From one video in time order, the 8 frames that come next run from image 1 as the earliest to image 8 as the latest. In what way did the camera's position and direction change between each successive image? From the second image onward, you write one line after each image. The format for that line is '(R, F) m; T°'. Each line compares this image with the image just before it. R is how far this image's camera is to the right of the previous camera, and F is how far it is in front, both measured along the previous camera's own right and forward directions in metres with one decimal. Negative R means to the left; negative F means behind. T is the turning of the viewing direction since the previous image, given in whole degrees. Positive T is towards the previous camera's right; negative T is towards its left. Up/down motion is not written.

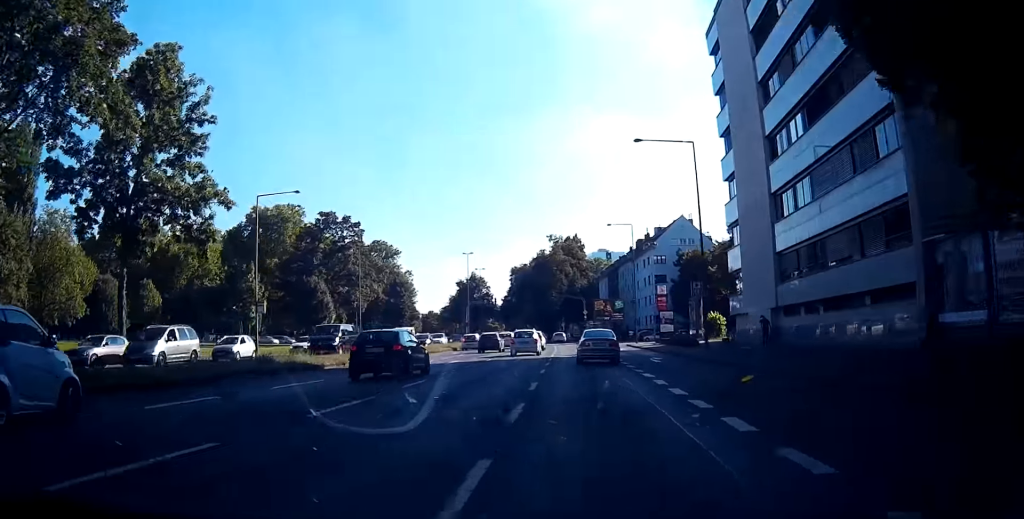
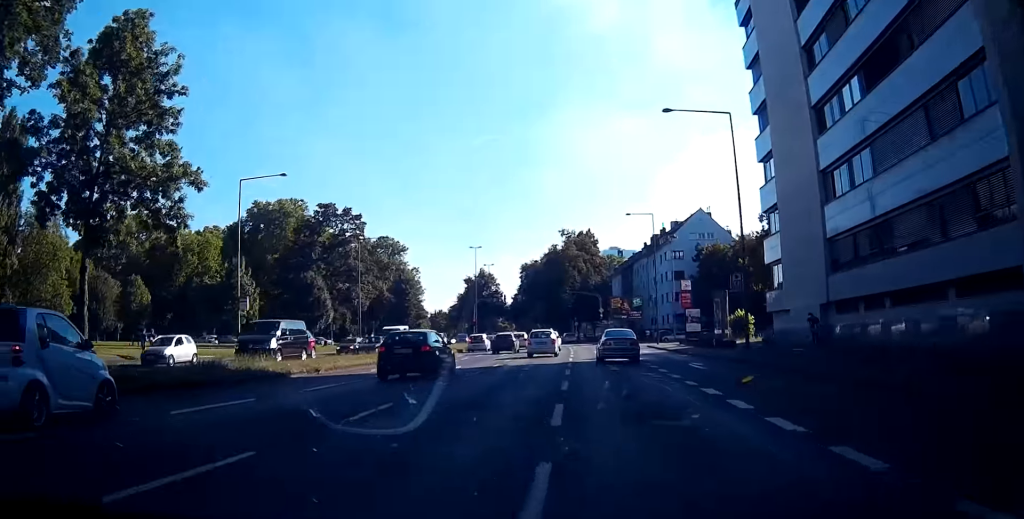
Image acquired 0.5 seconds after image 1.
(+0.1, +6.0) m; +1°
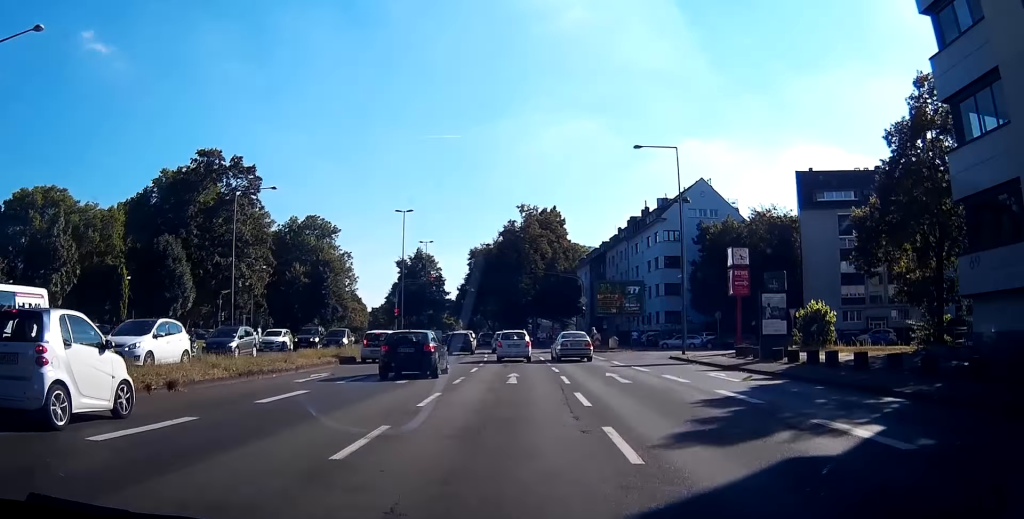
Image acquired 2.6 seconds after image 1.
(+0.3, +29.8) m; -1°
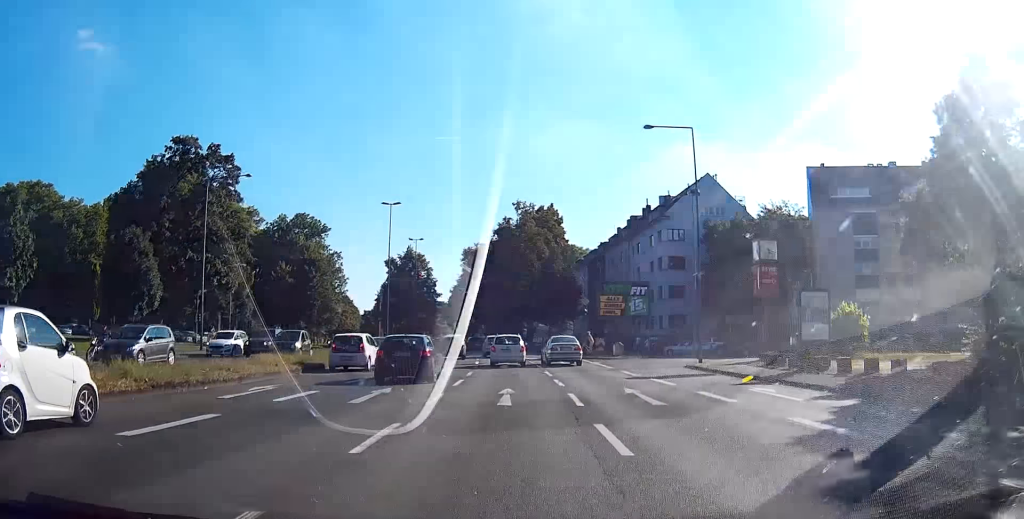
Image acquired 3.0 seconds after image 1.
(-0.1, +5.8) m; -1°
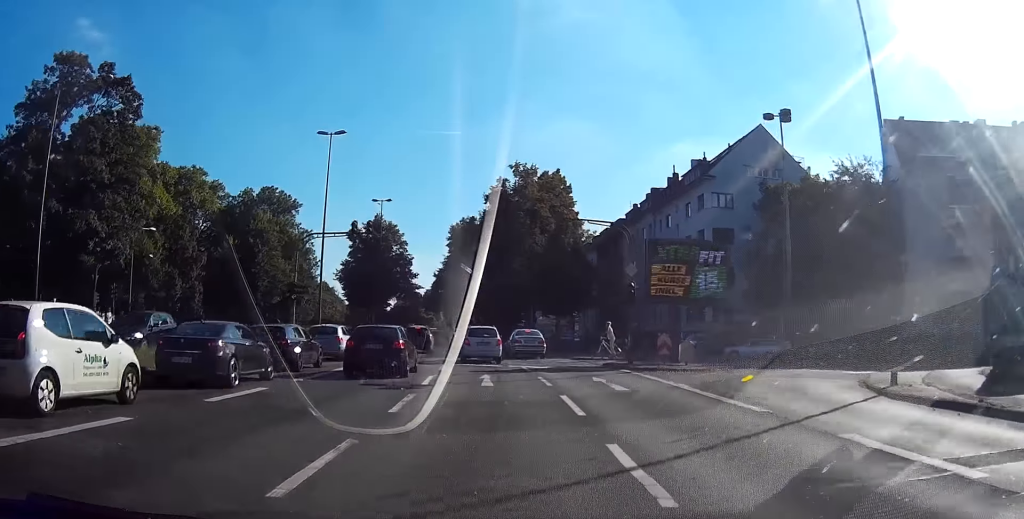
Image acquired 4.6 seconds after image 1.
(-0.4, +22.3) m; -3°
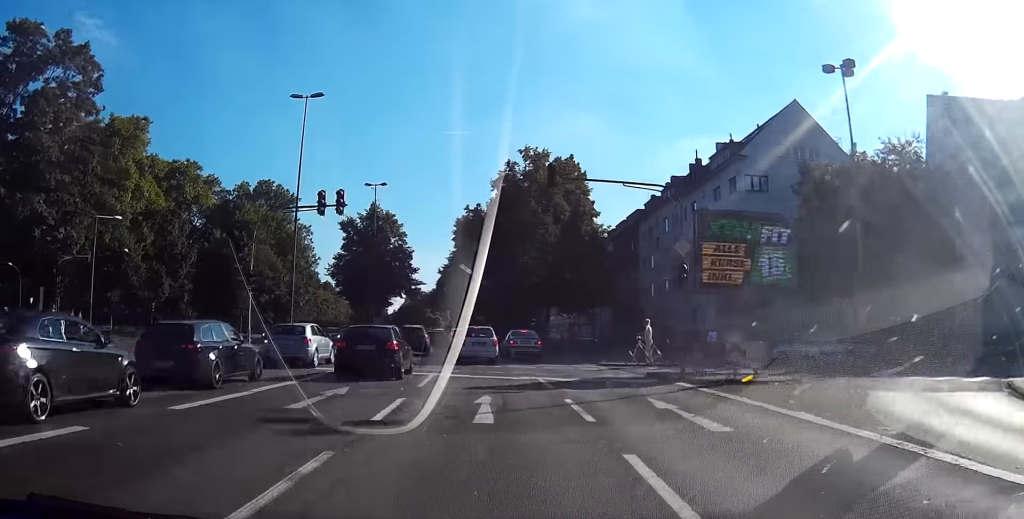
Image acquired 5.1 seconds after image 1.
(0.0, +7.4) m; -1°
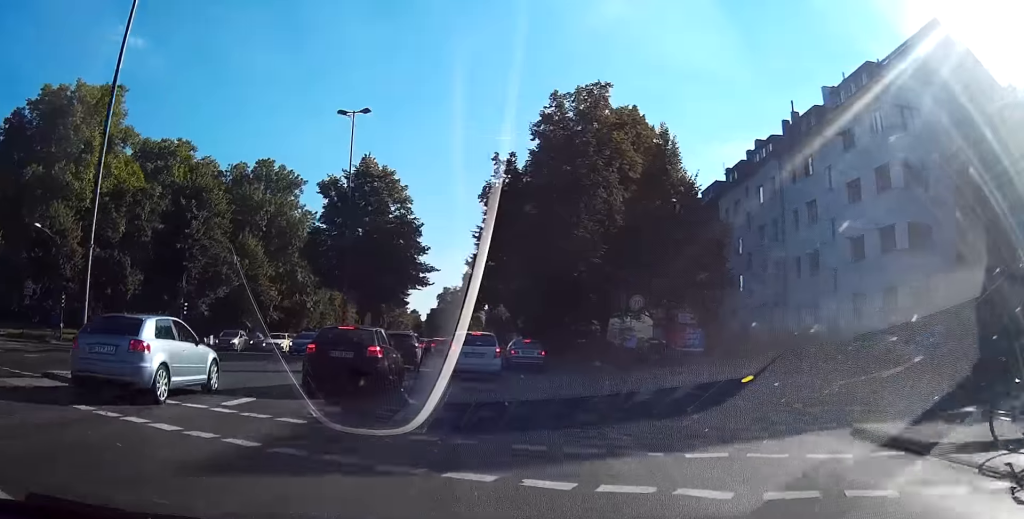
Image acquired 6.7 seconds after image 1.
(-0.4, +18.1) m; -2°
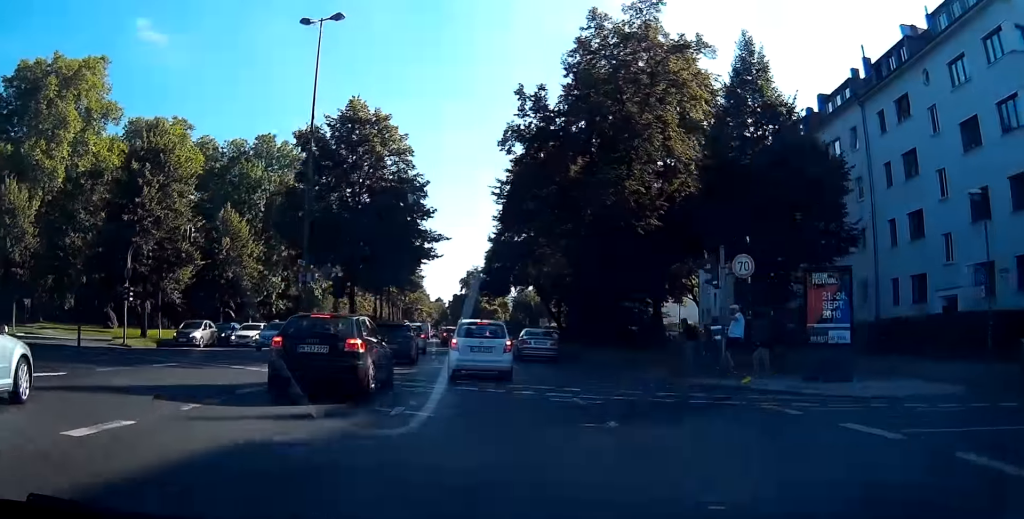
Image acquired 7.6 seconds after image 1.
(0.0, +9.4) m; -1°
